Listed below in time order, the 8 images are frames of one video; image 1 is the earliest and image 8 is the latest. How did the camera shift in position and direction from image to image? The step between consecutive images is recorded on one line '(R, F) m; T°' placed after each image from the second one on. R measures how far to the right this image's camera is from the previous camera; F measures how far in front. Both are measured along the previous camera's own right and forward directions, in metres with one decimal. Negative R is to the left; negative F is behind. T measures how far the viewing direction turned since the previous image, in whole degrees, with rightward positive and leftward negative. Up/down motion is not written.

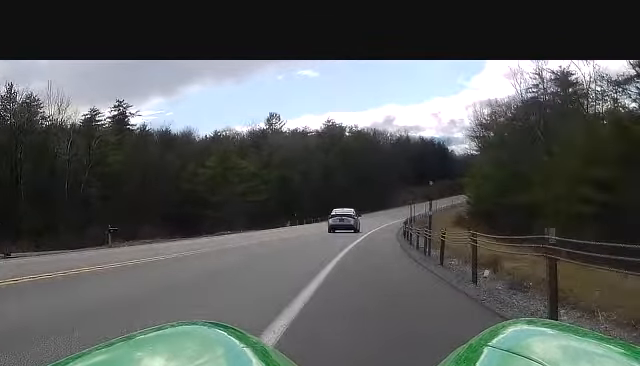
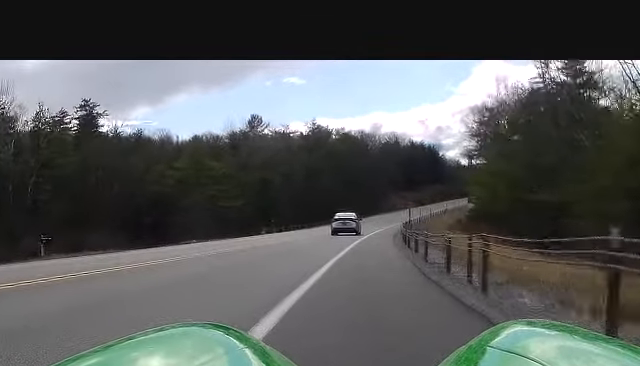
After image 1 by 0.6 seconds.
(0.0, +12.0) m; 0°
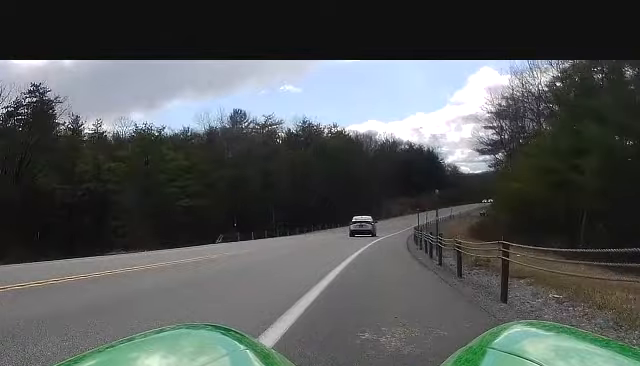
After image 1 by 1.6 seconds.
(0.0, +20.2) m; +1°
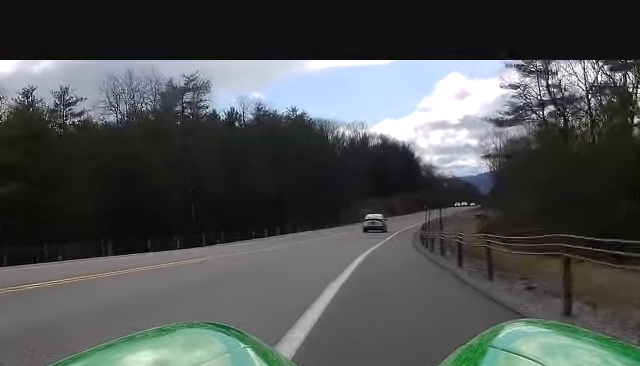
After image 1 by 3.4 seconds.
(+0.8, +36.0) m; +4°
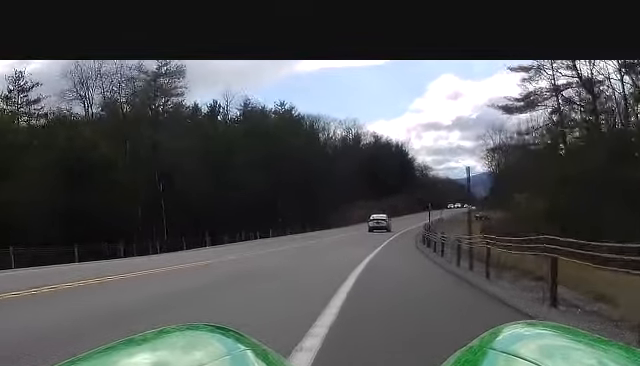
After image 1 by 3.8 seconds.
(+0.4, +8.8) m; 0°
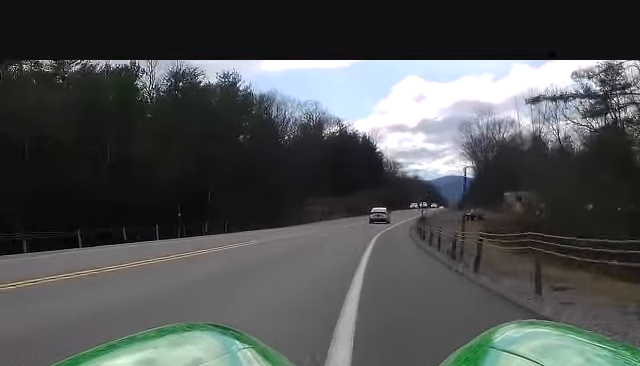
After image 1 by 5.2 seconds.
(-0.1, +27.8) m; +2°
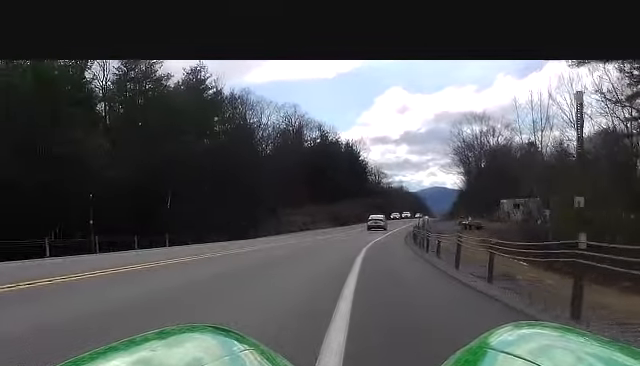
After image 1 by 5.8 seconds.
(+0.5, +12.1) m; +1°
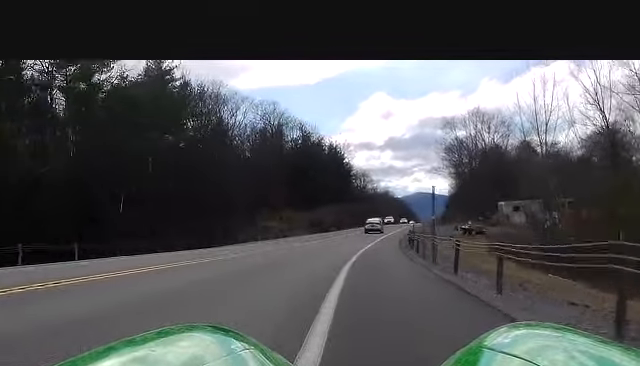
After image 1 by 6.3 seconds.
(+0.3, +11.5) m; +1°
